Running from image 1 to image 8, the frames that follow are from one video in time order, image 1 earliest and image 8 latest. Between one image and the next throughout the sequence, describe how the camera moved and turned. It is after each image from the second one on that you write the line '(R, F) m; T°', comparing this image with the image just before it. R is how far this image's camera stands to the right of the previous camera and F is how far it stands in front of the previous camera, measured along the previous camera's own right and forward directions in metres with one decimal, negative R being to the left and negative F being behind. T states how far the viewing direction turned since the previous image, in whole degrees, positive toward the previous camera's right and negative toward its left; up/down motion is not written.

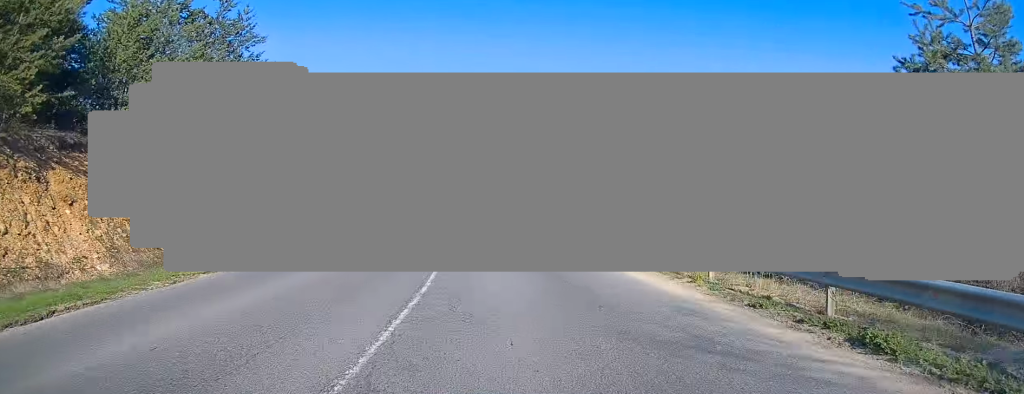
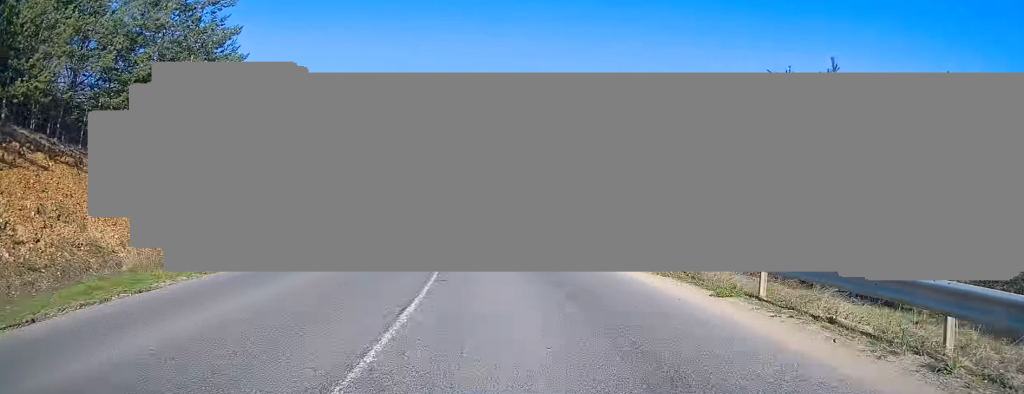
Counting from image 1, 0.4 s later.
(-0.1, +6.0) m; -3°
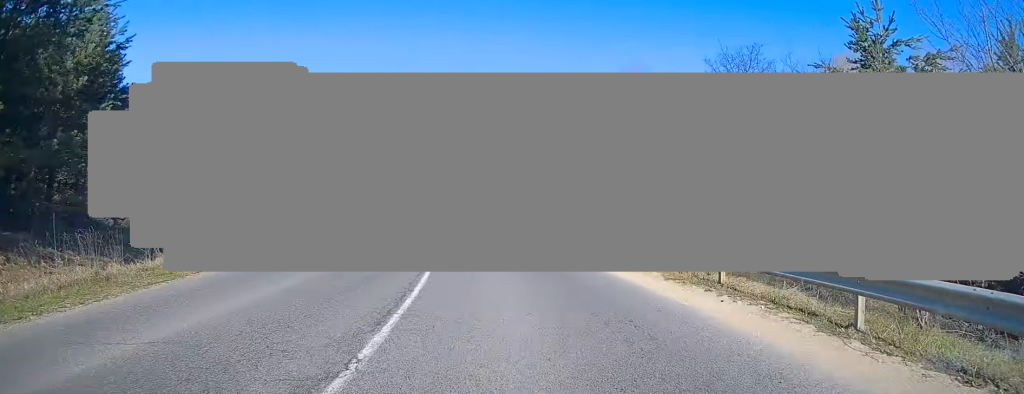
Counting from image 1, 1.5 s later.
(-0.8, +16.0) m; -7°
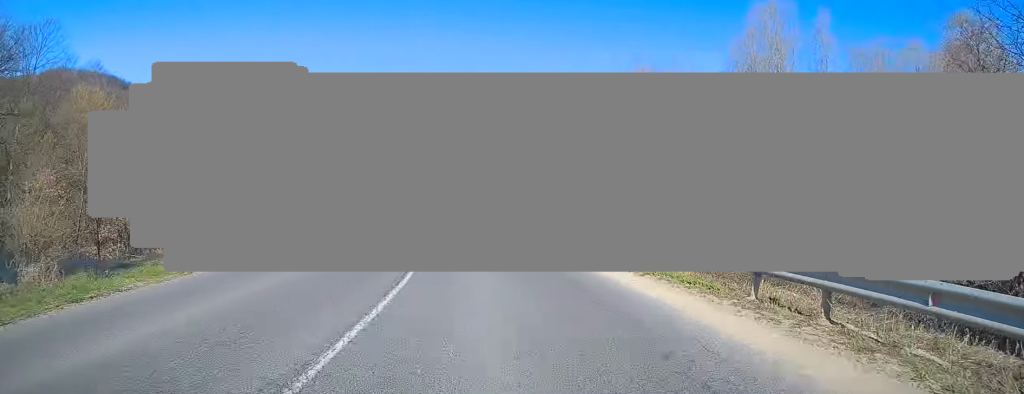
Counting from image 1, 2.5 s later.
(-1.2, +15.2) m; -7°
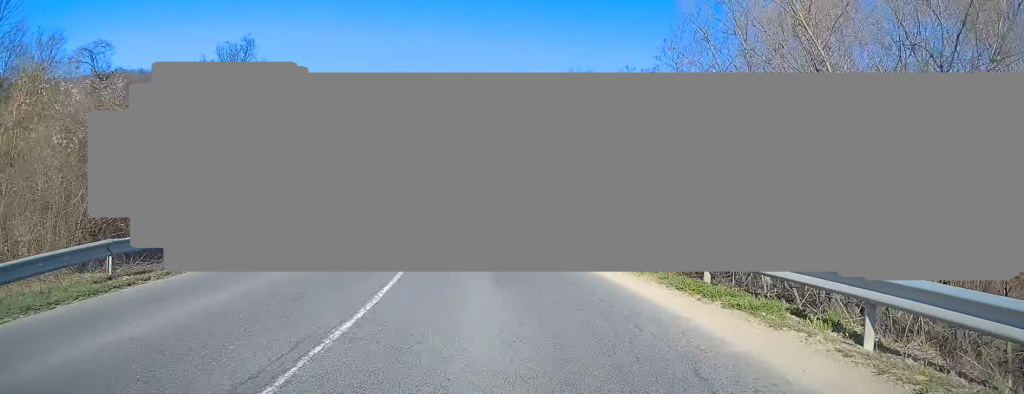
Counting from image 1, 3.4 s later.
(-0.6, +14.8) m; -6°
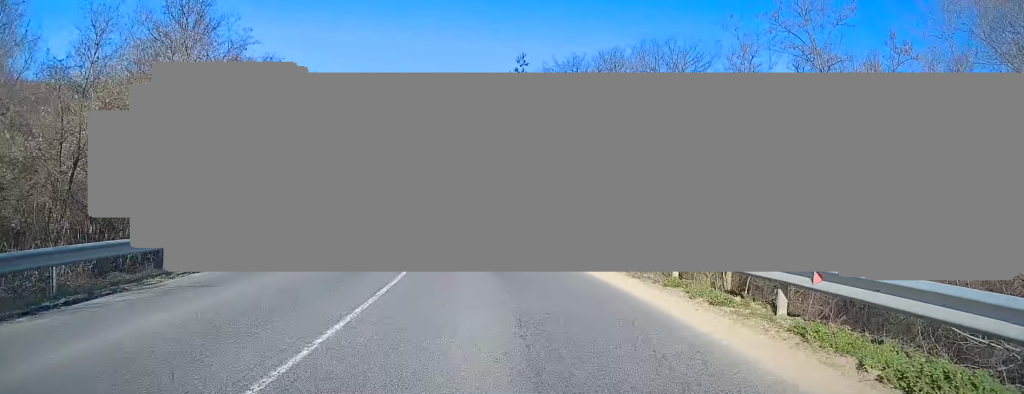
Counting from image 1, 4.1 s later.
(-0.6, +10.3) m; -4°
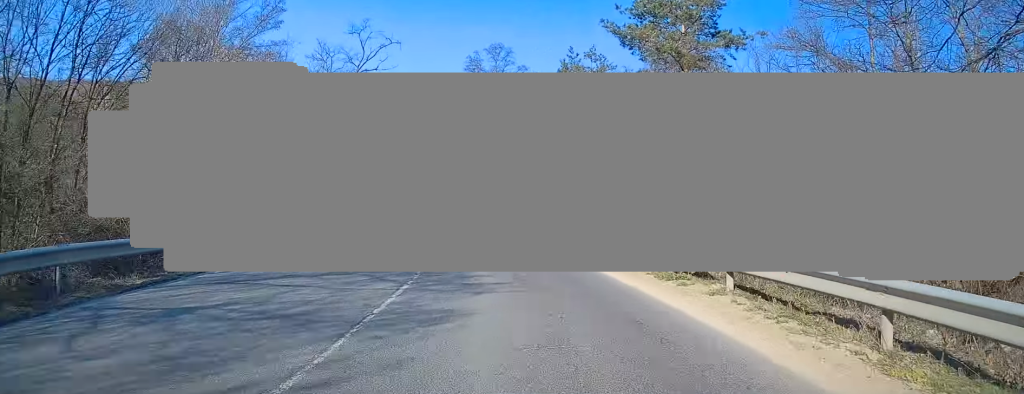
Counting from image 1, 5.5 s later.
(-1.7, +21.6) m; -10°
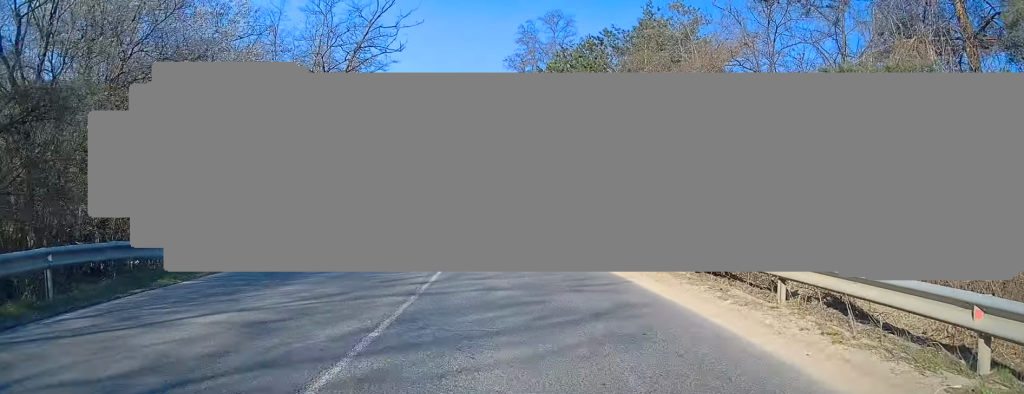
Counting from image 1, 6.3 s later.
(-0.8, +13.1) m; -6°
